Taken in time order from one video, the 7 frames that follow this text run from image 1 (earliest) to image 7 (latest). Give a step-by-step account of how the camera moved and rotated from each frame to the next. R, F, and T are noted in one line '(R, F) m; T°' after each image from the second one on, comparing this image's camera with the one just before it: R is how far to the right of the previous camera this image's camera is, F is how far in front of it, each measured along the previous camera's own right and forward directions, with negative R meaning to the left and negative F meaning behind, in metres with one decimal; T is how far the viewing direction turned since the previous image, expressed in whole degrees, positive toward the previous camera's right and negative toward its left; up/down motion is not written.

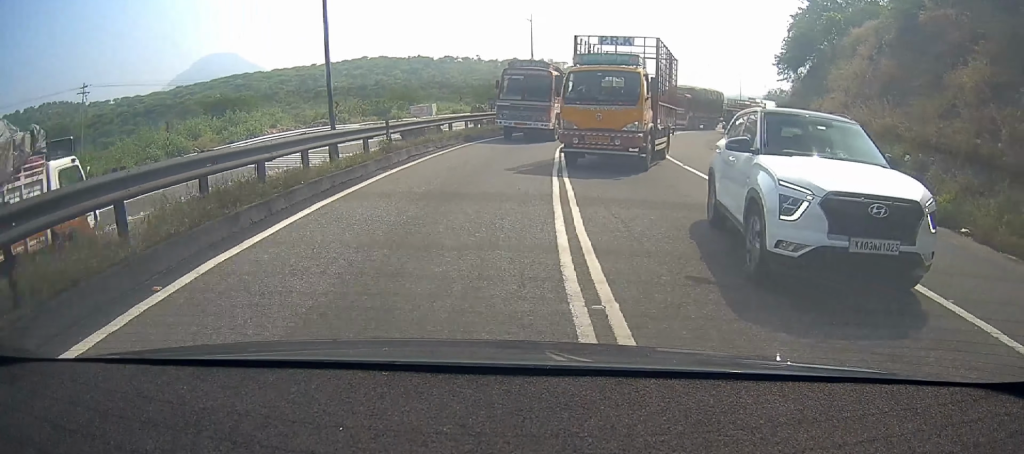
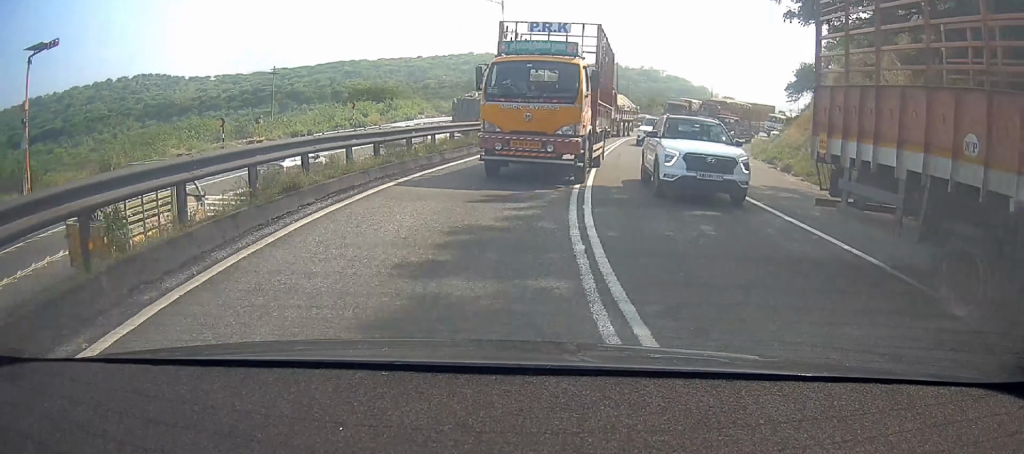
(-0.8, +16.2) m; -10°
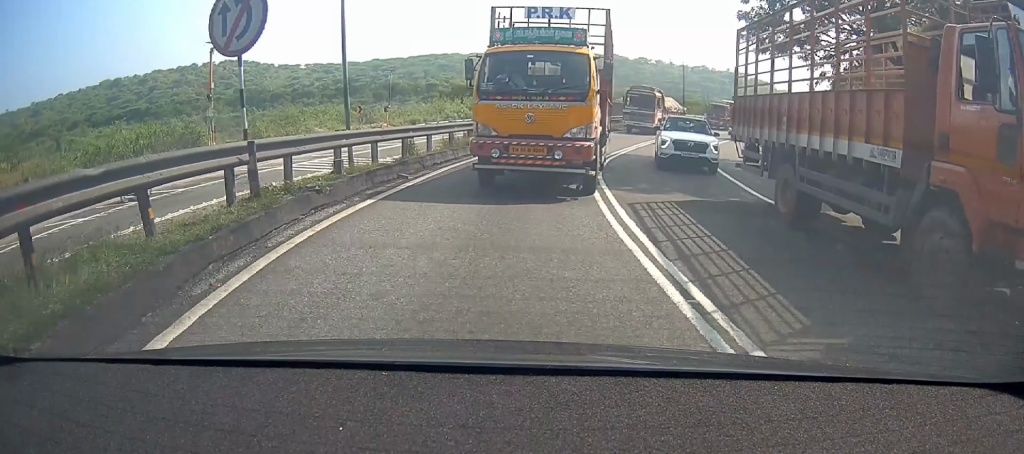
(-0.9, +10.7) m; -7°
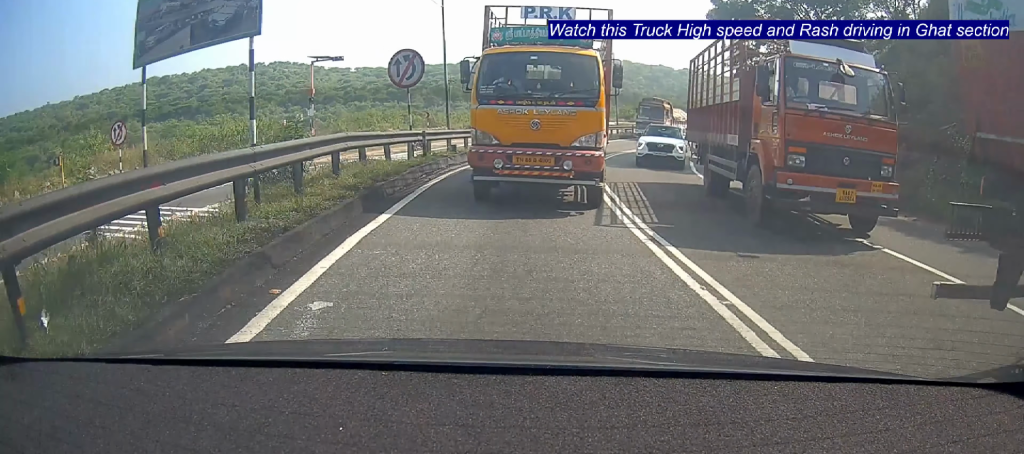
(-0.4, +8.8) m; -5°
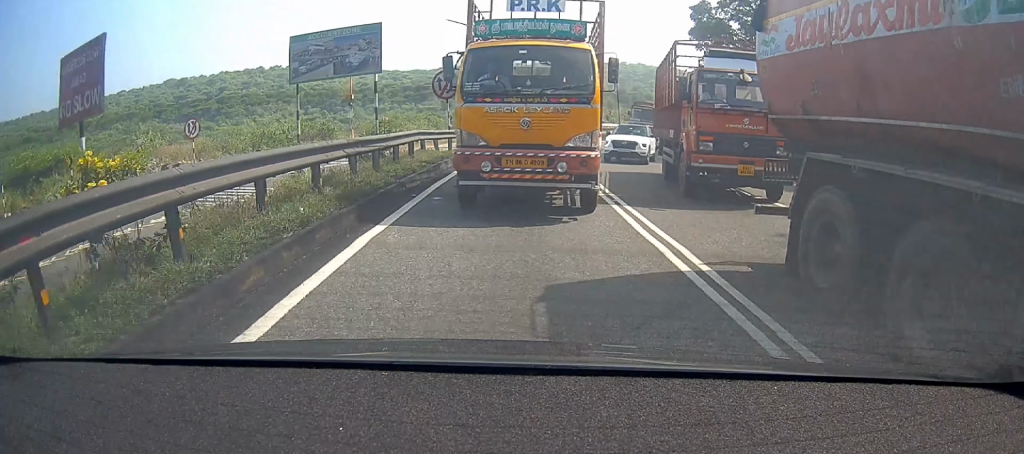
(-0.3, +6.3) m; -2°
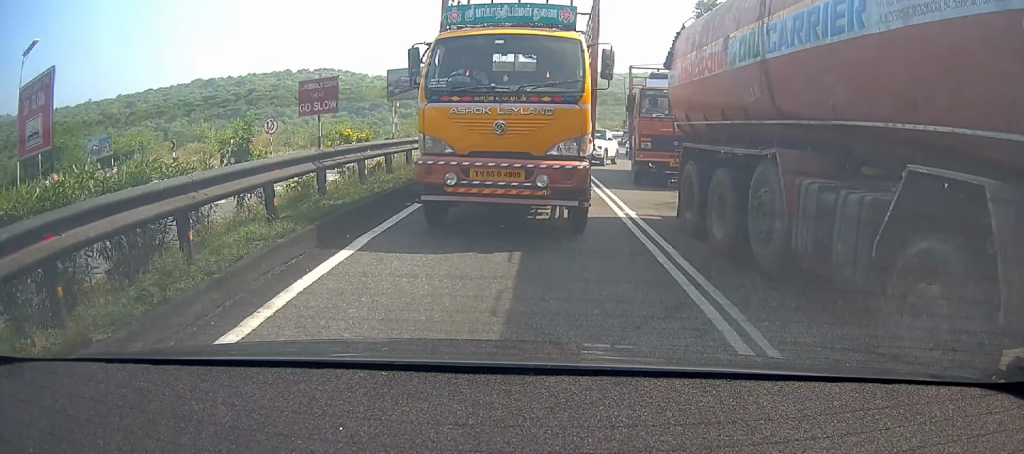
(+0.1, +8.5) m; -3°
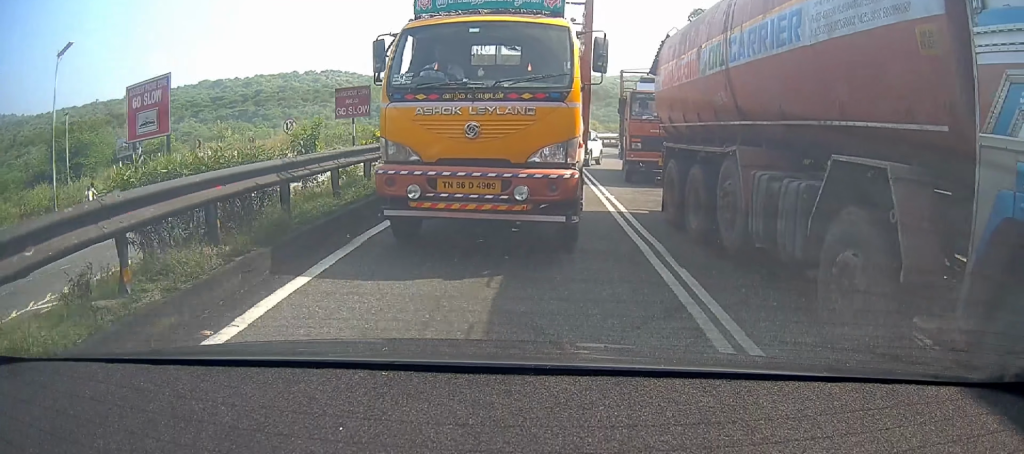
(-0.2, +3.2) m; -2°
